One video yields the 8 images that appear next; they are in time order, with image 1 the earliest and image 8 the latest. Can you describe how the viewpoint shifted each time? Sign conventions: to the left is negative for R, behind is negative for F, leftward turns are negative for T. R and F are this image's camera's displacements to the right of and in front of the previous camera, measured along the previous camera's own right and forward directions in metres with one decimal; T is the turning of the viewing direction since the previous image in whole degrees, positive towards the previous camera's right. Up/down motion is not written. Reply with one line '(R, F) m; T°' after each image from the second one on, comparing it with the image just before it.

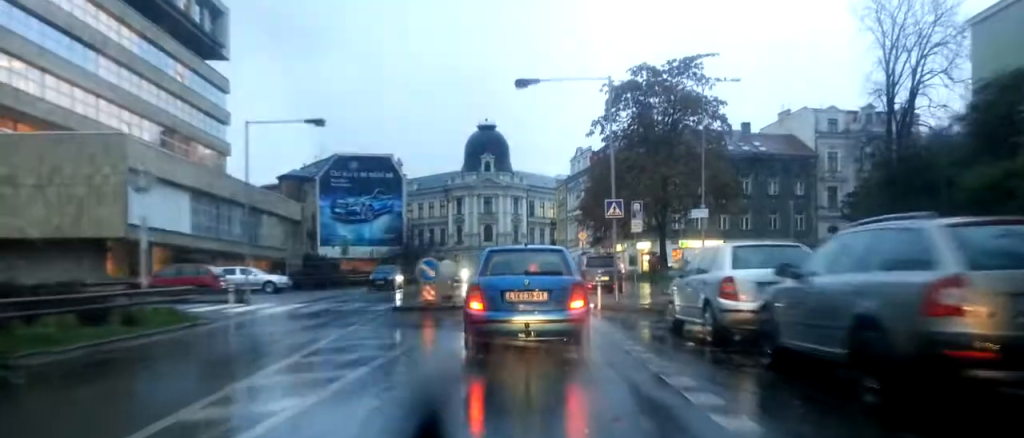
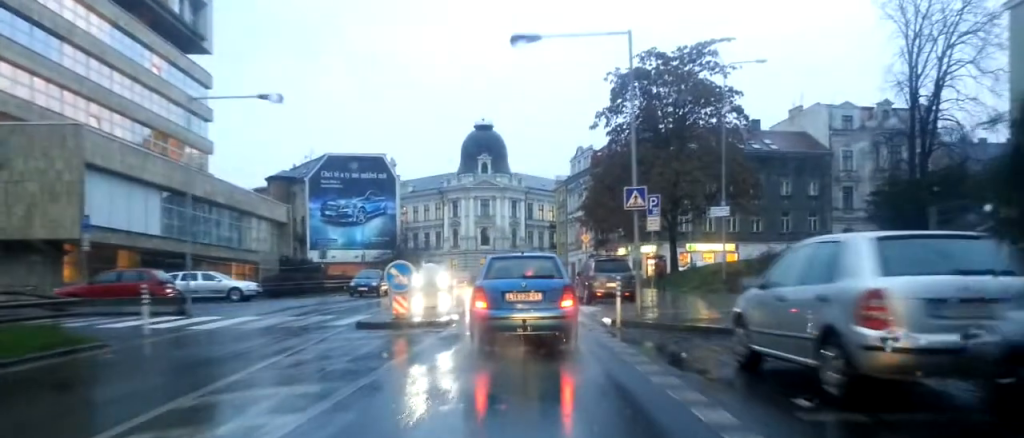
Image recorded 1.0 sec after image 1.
(-0.2, +4.6) m; -4°
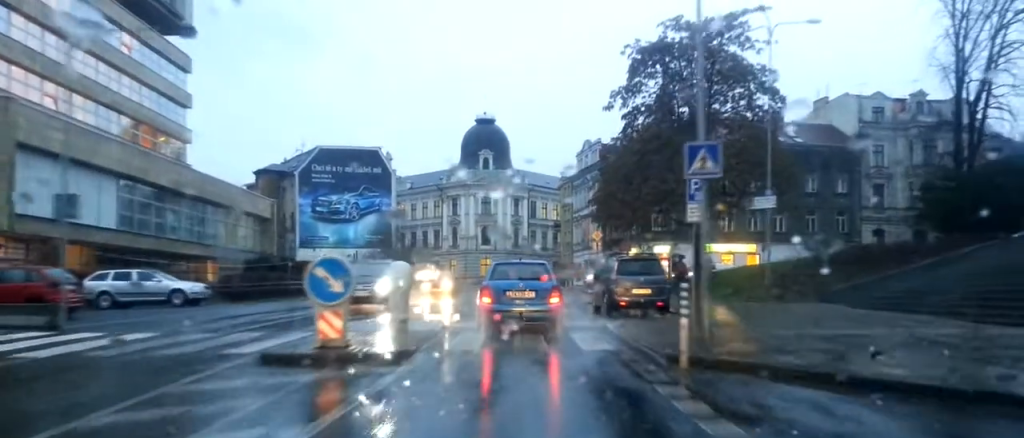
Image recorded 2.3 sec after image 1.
(+0.1, +6.6) m; 0°
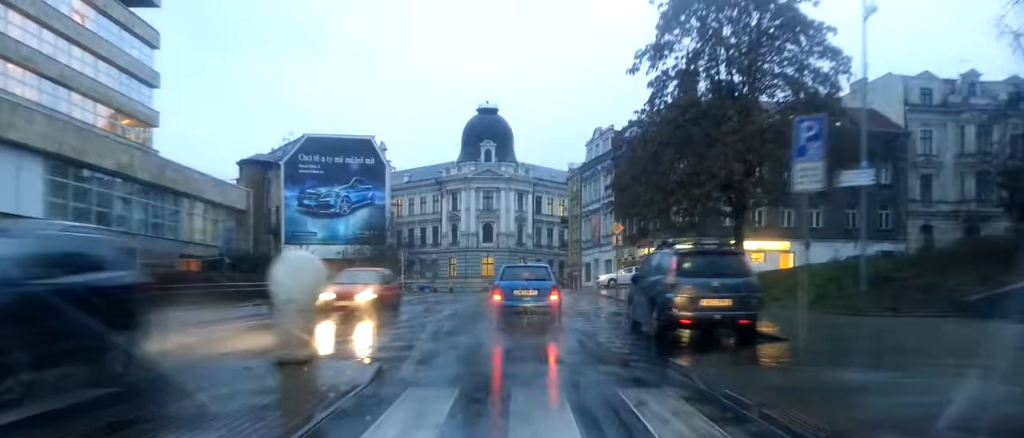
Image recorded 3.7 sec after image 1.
(-0.3, +7.6) m; +2°
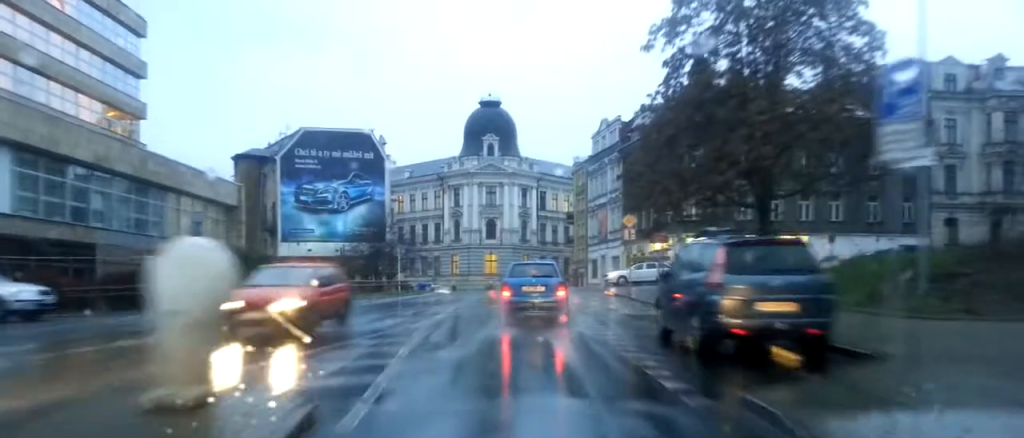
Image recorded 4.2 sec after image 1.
(+0.2, +2.9) m; +3°
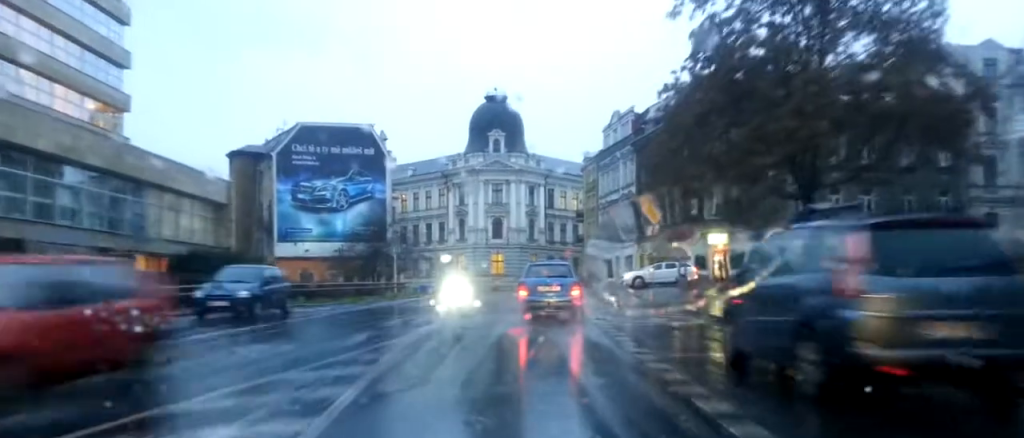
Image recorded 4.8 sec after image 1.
(+0.1, +3.9) m; +1°
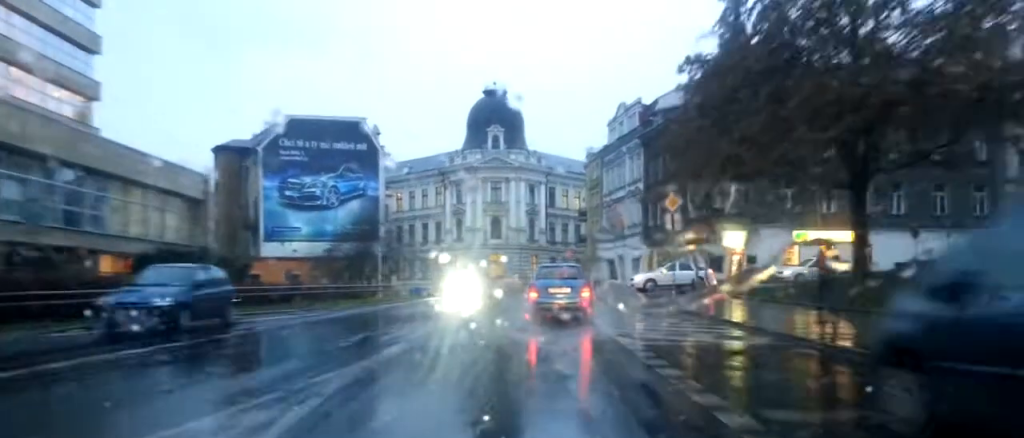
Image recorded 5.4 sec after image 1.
(+0.1, +4.3) m; -2°
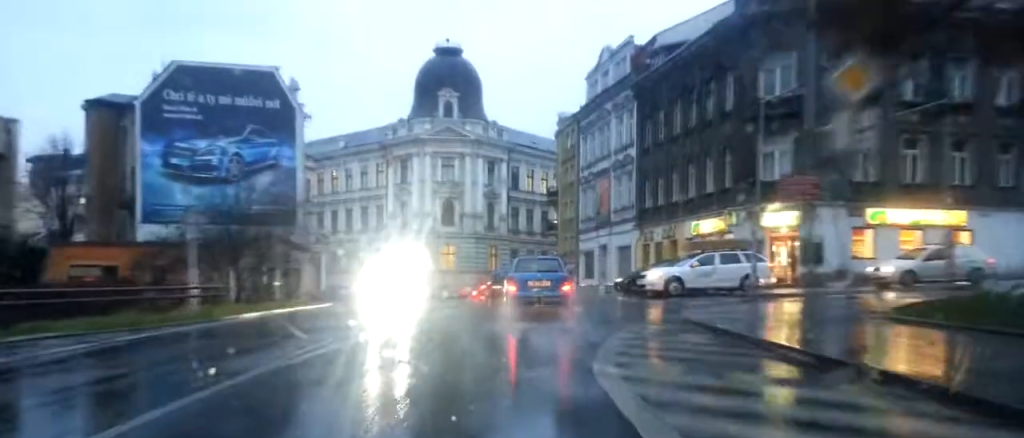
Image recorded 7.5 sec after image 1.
(-0.1, +17.2) m; -1°
